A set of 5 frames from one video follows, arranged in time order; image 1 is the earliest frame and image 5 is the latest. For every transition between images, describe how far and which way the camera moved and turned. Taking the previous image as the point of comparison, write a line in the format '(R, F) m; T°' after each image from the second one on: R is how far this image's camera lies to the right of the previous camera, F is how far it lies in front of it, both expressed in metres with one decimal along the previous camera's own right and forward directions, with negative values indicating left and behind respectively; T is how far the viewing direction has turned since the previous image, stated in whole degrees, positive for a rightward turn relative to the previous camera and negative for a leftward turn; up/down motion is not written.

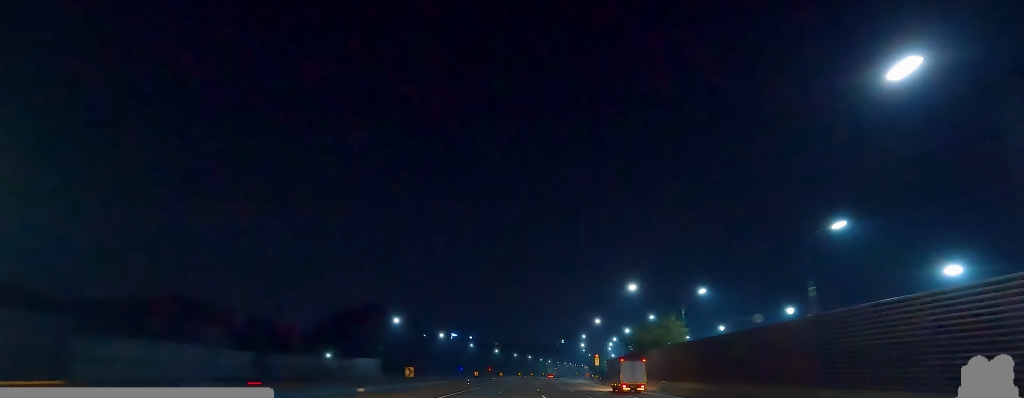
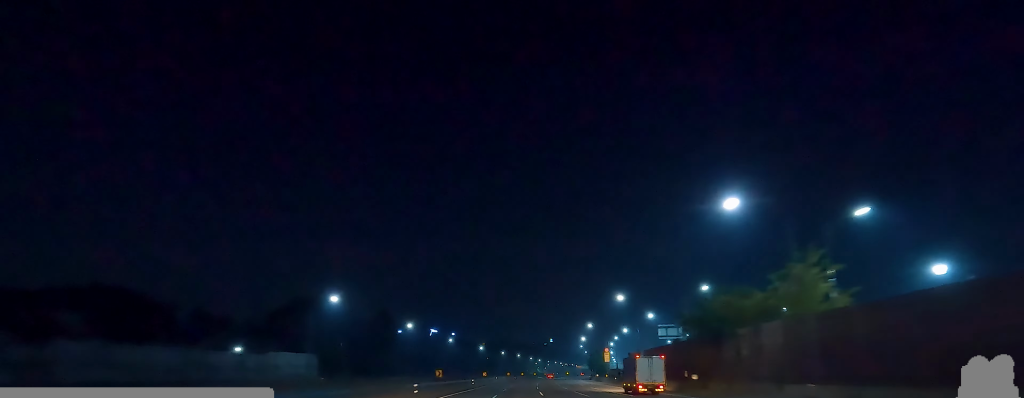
(-0.8, +32.4) m; -1°
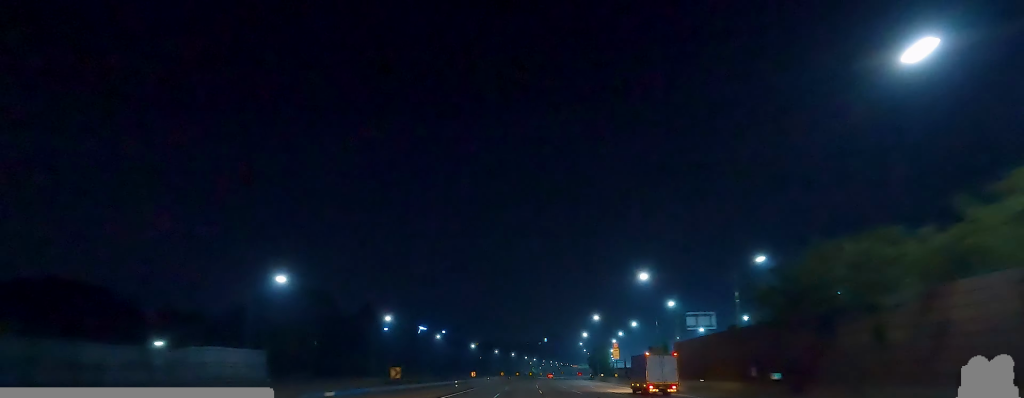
(-1.2, +16.2) m; +2°
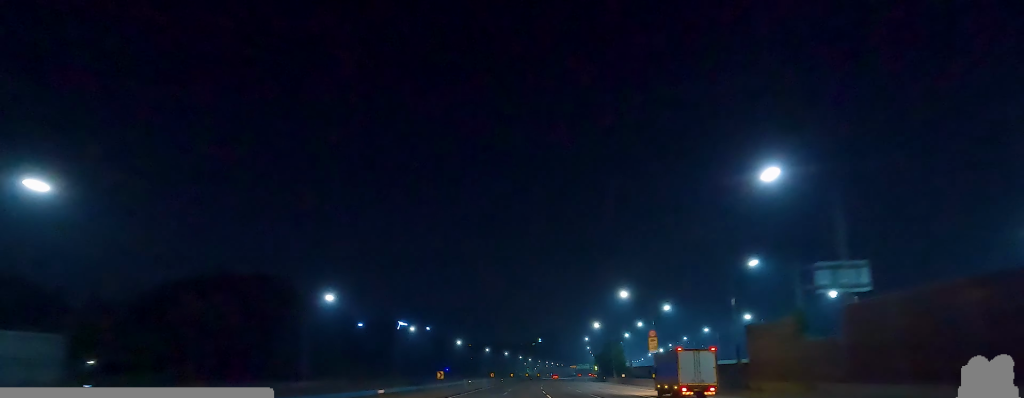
(+3.0, +30.8) m; +3°
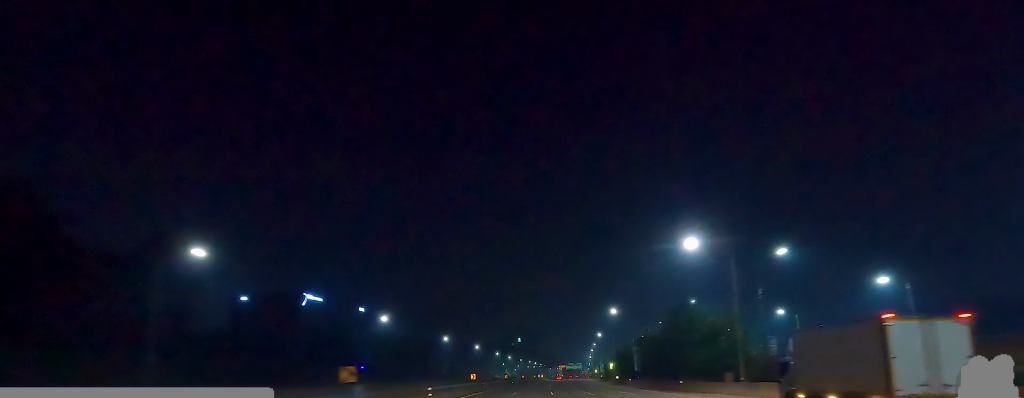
(-1.9, +75.7) m; +2°
